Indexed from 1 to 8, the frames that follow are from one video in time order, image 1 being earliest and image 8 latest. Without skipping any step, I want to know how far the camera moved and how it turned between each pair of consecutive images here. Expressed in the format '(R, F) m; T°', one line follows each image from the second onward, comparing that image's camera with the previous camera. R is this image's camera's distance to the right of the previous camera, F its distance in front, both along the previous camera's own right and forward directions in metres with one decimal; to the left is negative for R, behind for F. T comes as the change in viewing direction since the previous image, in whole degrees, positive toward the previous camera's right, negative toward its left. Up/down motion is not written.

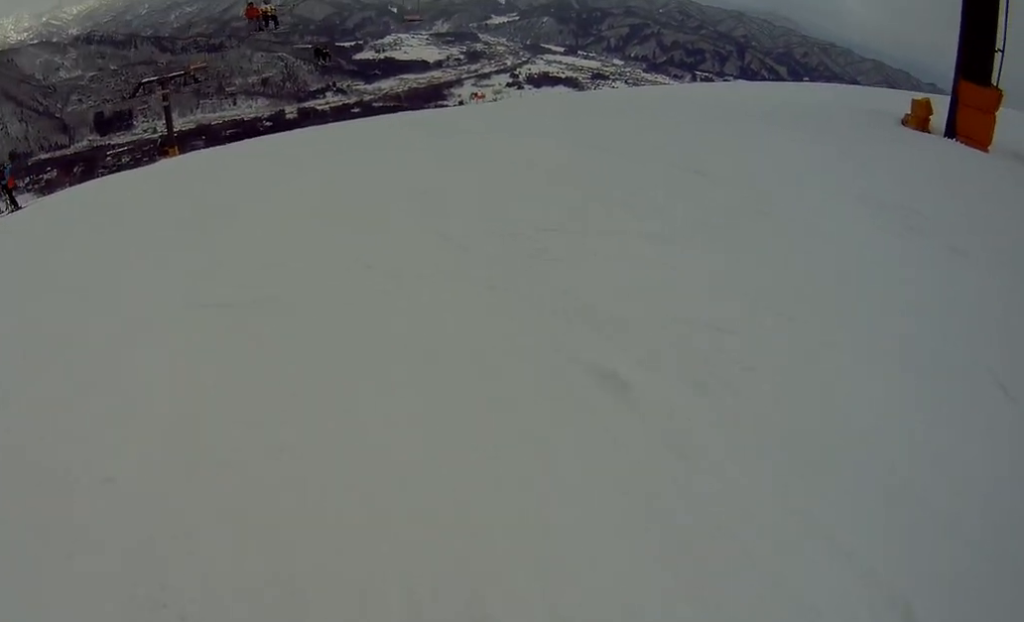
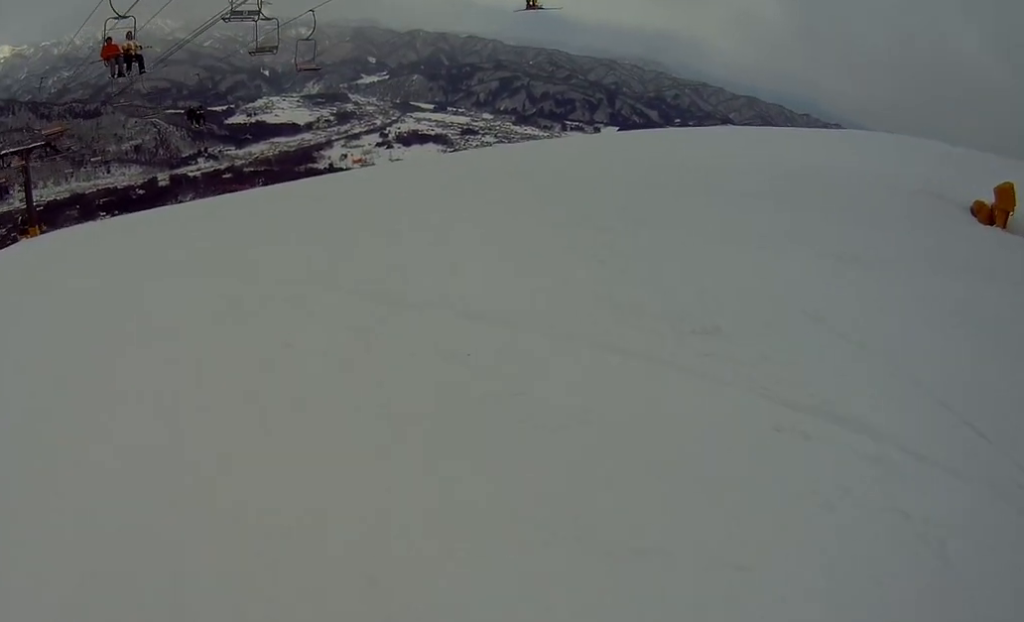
(-1.6, +3.6) m; -35°
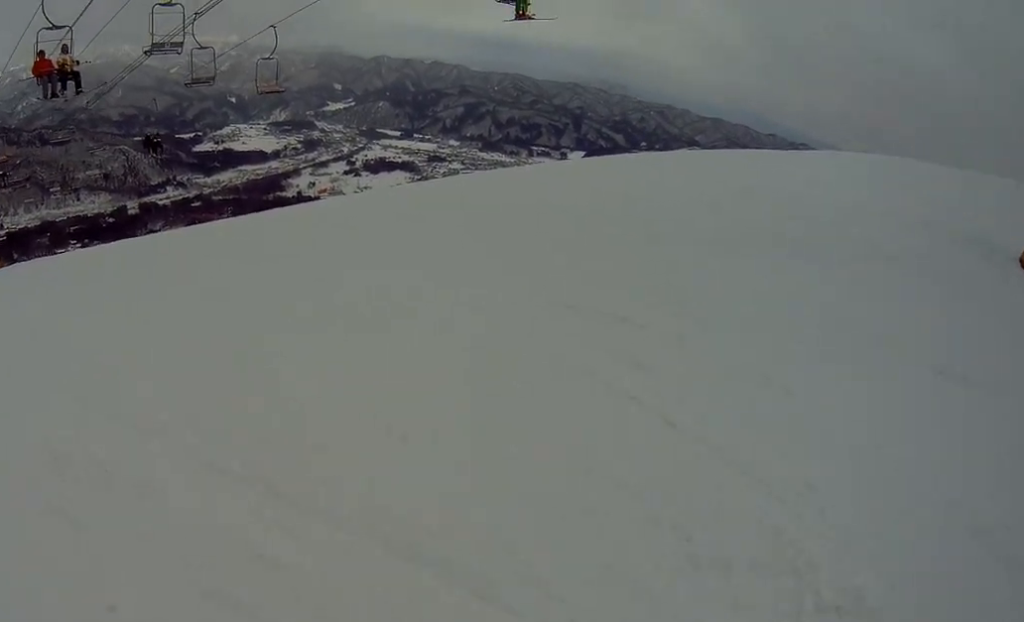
(-0.5, +1.8) m; -5°
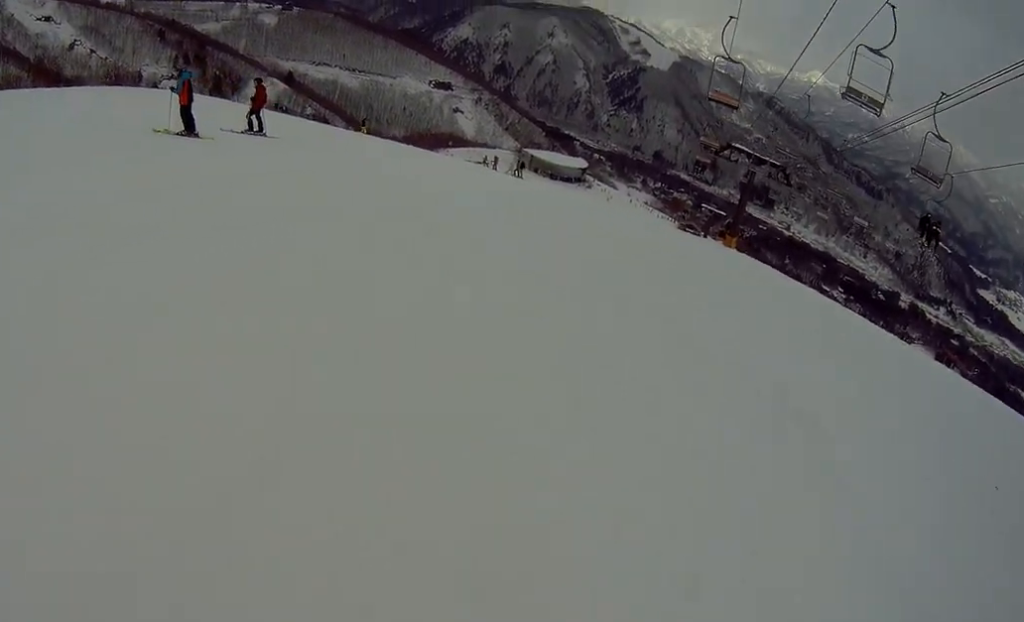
(+0.8, +7.5) m; +15°
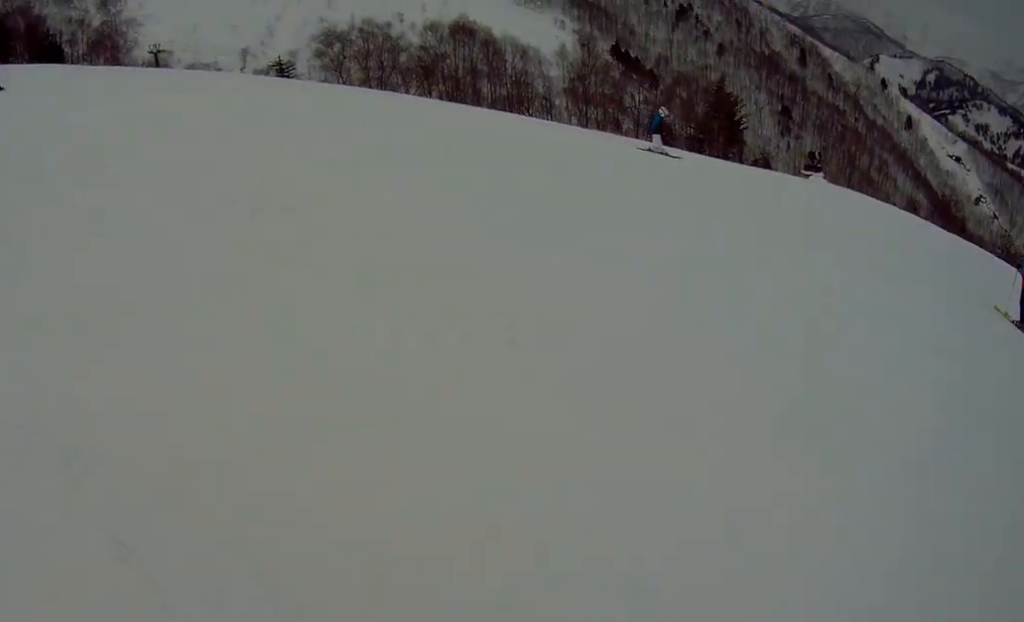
(+0.1, +2.3) m; +5°
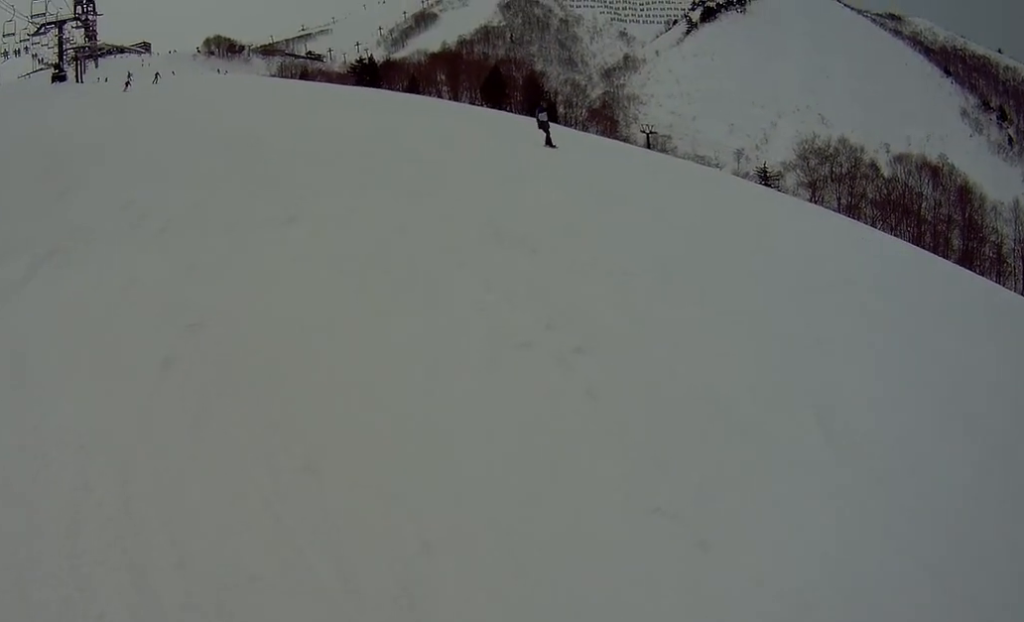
(+0.7, +5.7) m; +14°
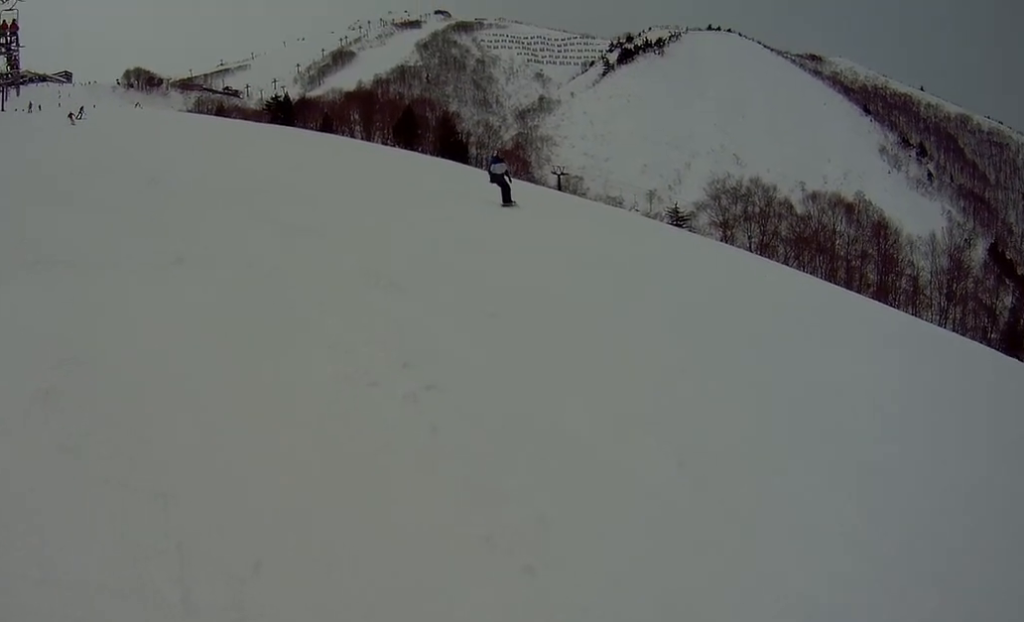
(+0.5, +4.5) m; -6°
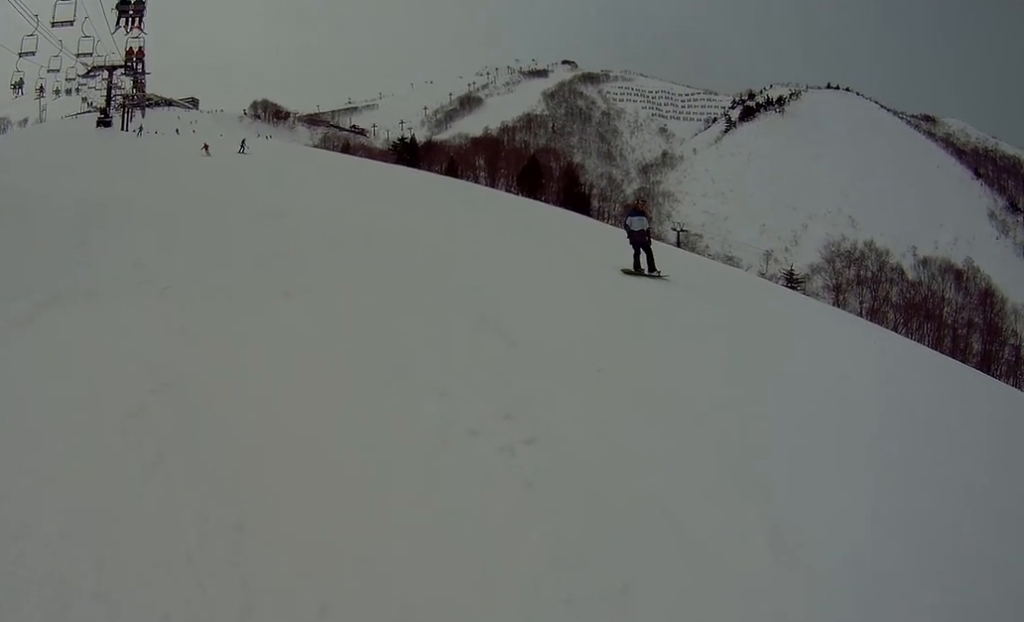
(-0.9, +5.5) m; -17°
